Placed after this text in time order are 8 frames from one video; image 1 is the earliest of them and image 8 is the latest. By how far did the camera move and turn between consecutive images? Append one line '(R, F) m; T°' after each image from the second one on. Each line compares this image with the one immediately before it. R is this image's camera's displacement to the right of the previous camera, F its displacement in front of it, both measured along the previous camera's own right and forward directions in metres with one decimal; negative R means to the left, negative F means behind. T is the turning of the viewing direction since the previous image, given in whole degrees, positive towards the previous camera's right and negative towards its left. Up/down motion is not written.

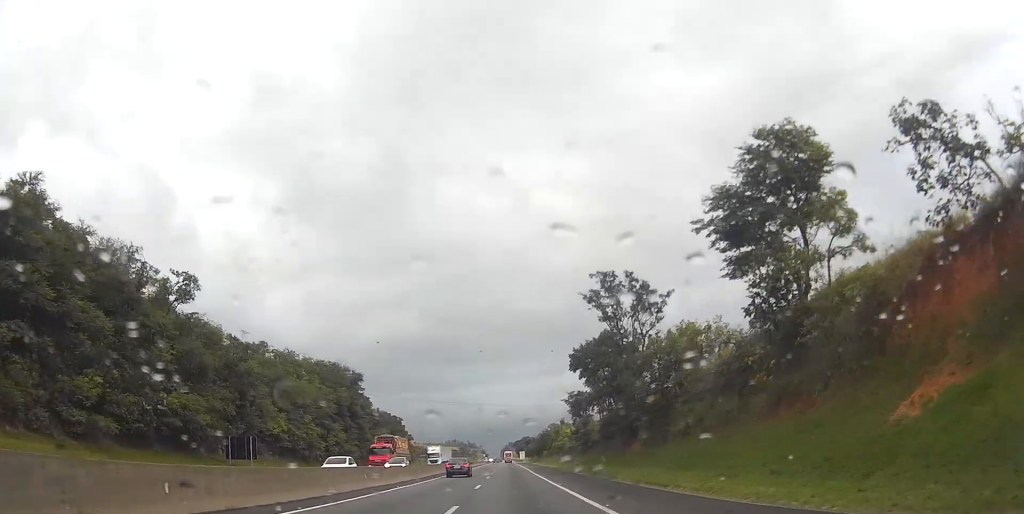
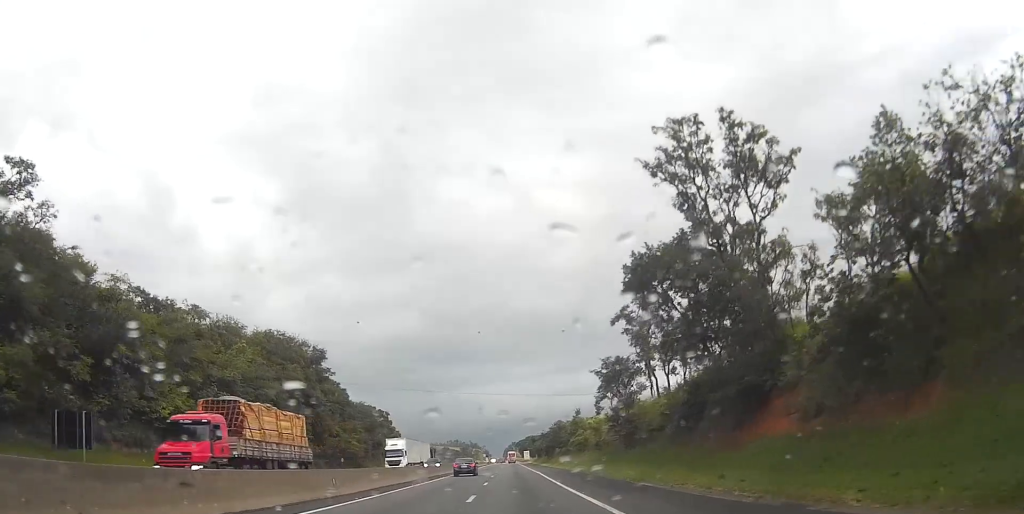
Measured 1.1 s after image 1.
(0.0, +27.1) m; 0°
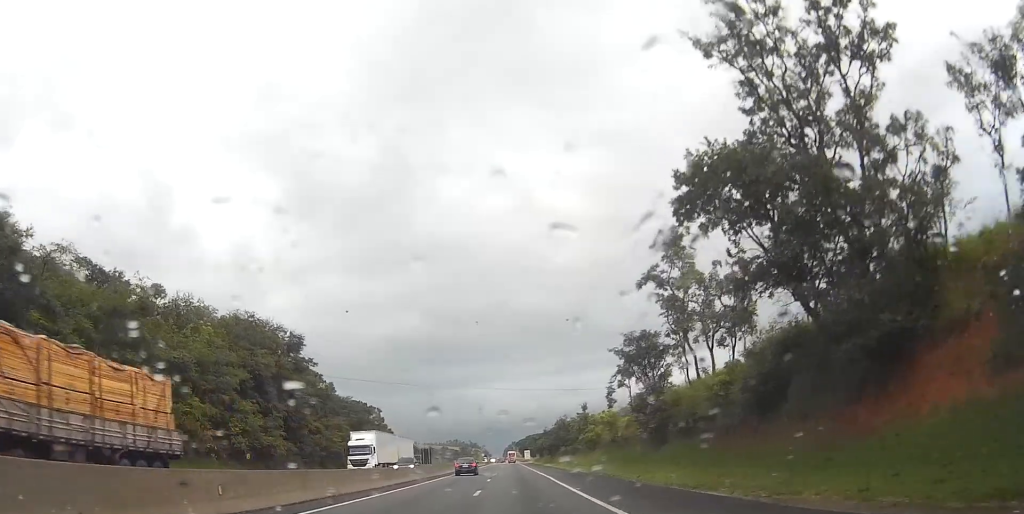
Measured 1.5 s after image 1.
(0.0, +10.5) m; 0°
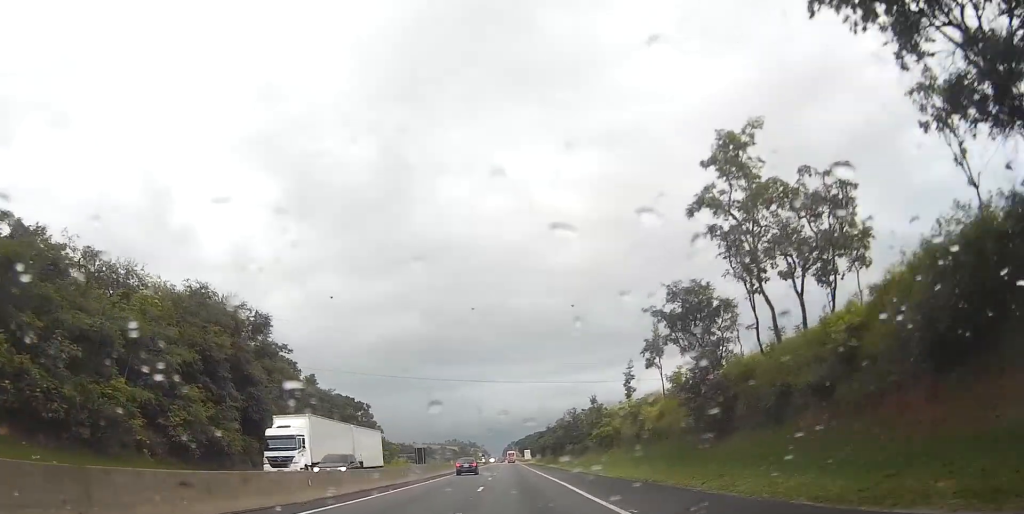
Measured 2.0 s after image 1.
(0.0, +12.2) m; 0°
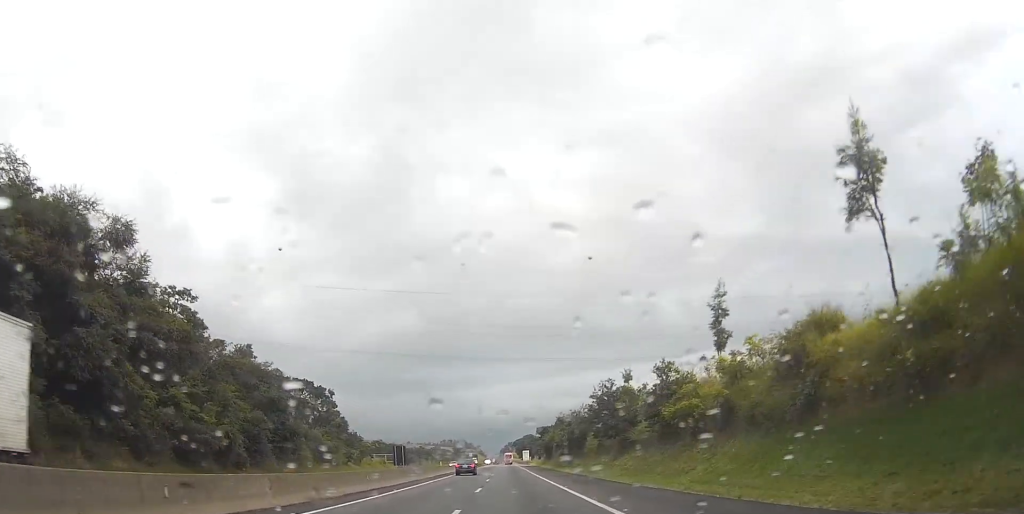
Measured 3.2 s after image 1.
(0.0, +29.6) m; 0°
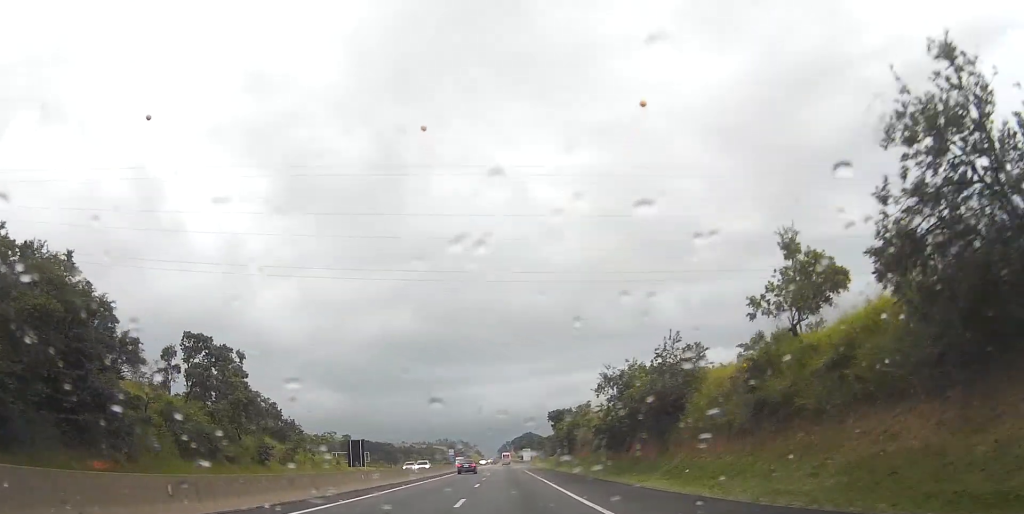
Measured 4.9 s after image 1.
(0.0, +42.0) m; 0°
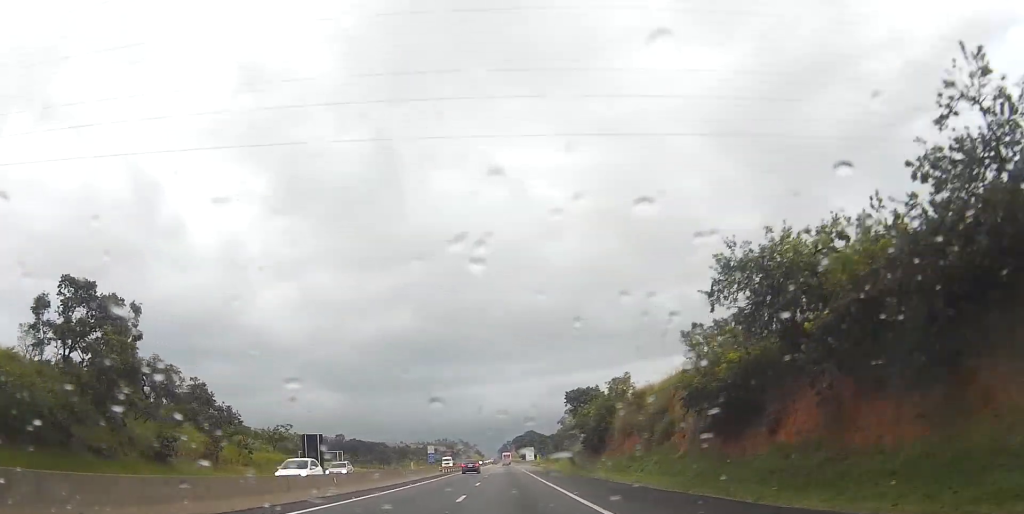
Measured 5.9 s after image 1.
(+0.2, +25.2) m; 0°
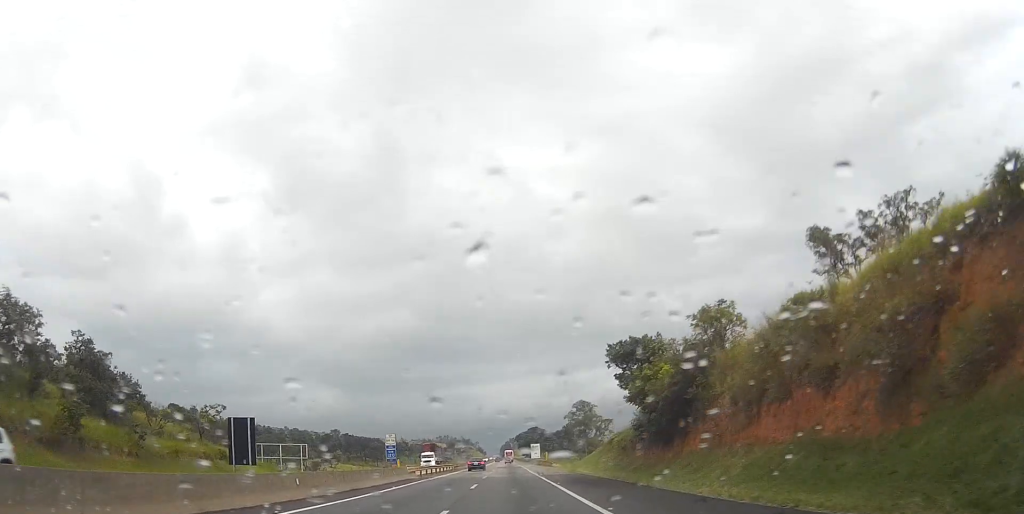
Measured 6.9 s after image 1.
(-0.2, +24.4) m; 0°
